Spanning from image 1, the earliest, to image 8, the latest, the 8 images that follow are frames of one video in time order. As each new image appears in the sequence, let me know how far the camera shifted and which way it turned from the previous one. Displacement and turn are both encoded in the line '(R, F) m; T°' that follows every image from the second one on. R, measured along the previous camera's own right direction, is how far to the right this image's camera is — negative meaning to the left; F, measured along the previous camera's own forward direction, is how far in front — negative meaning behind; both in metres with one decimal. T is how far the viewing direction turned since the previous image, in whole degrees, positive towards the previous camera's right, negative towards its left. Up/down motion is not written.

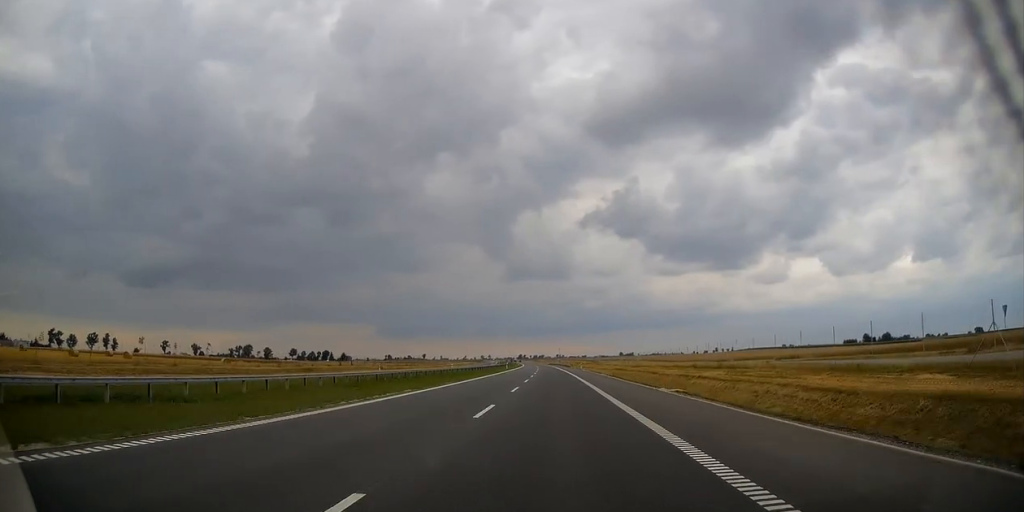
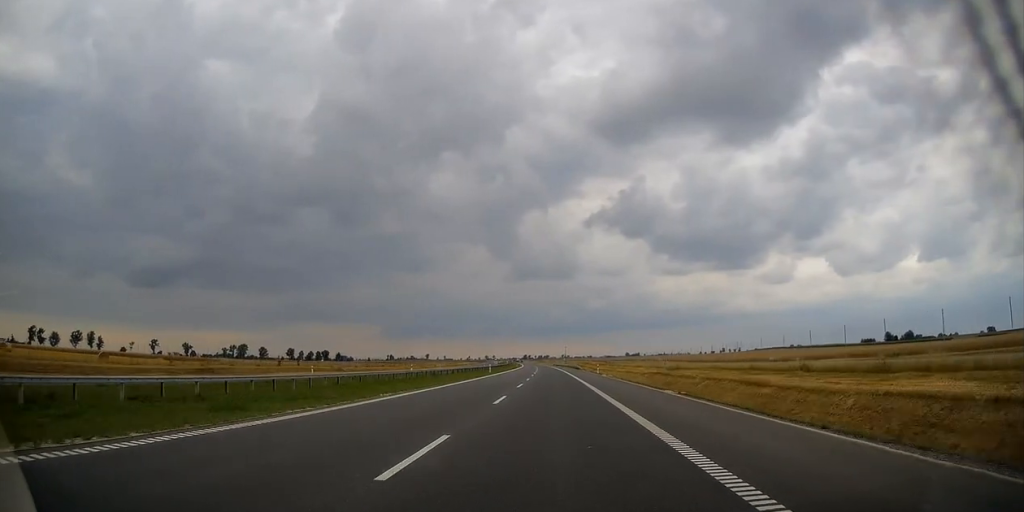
(-0.2, +31.4) m; -1°
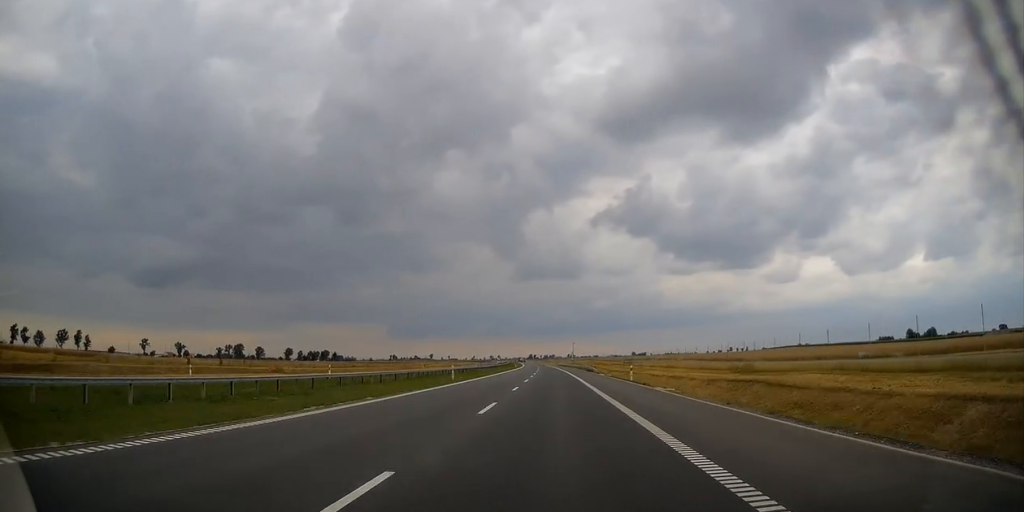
(-0.1, +27.6) m; -1°
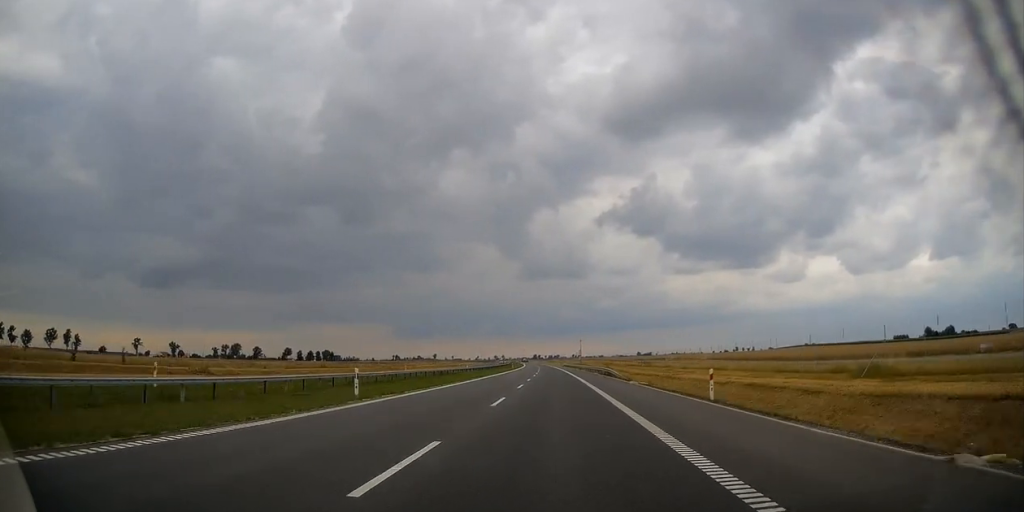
(0.0, +21.4) m; 0°
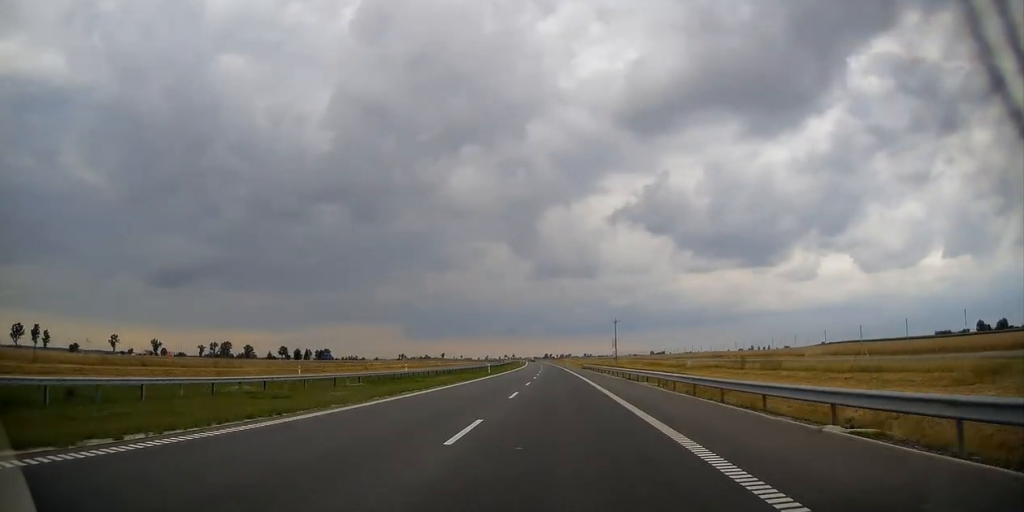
(-0.6, +56.6) m; -1°
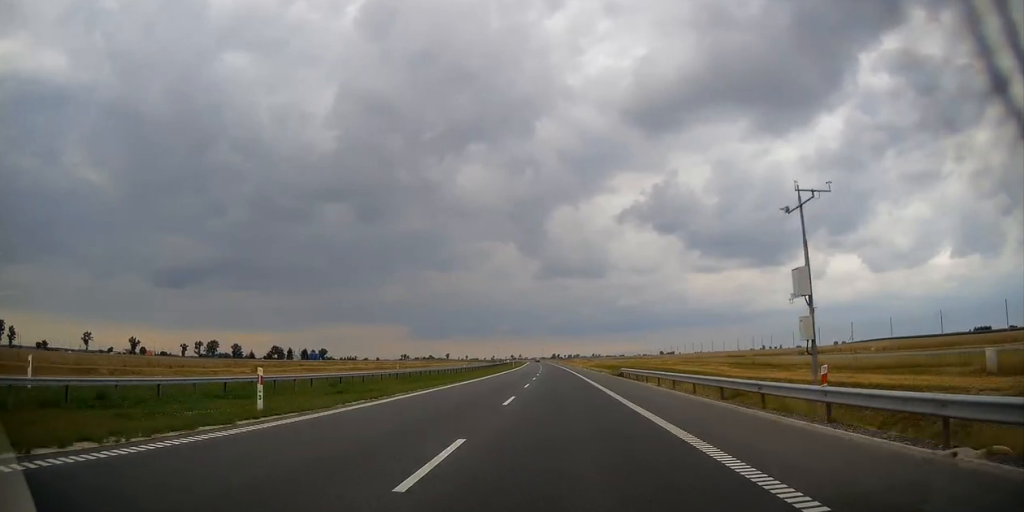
(-0.4, +51.7) m; -1°
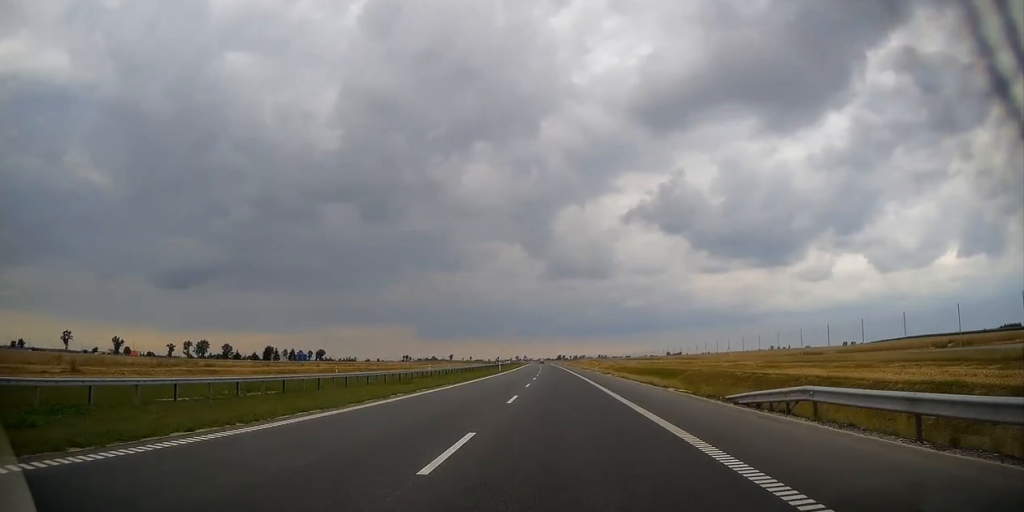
(-0.1, +34.1) m; 0°
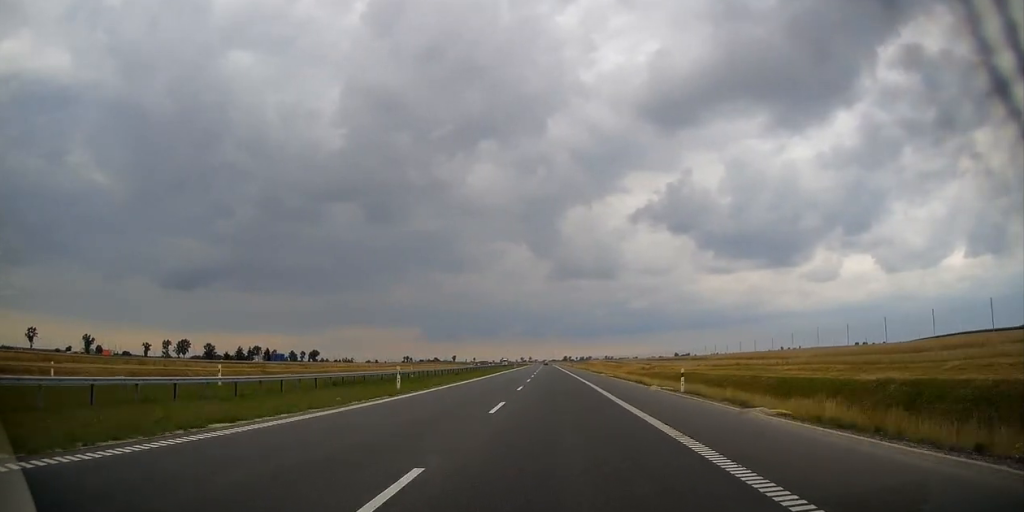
(-0.3, +51.7) m; -1°
